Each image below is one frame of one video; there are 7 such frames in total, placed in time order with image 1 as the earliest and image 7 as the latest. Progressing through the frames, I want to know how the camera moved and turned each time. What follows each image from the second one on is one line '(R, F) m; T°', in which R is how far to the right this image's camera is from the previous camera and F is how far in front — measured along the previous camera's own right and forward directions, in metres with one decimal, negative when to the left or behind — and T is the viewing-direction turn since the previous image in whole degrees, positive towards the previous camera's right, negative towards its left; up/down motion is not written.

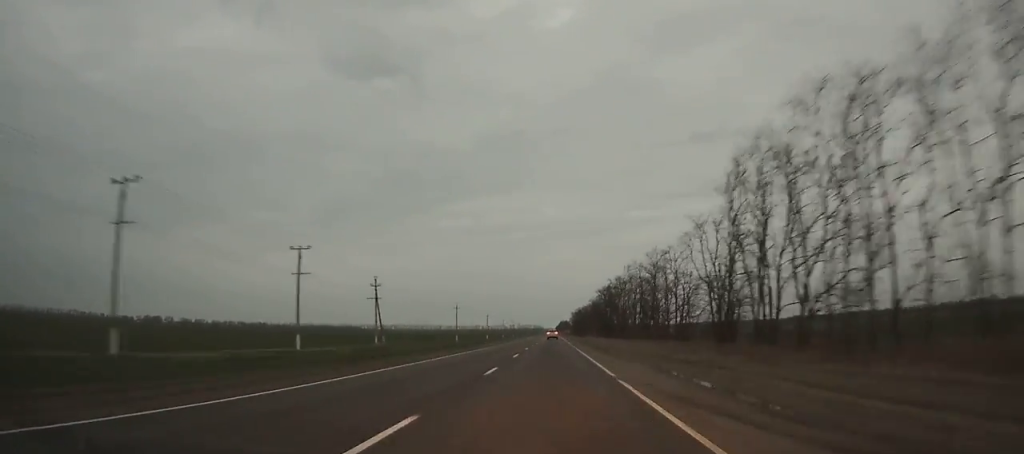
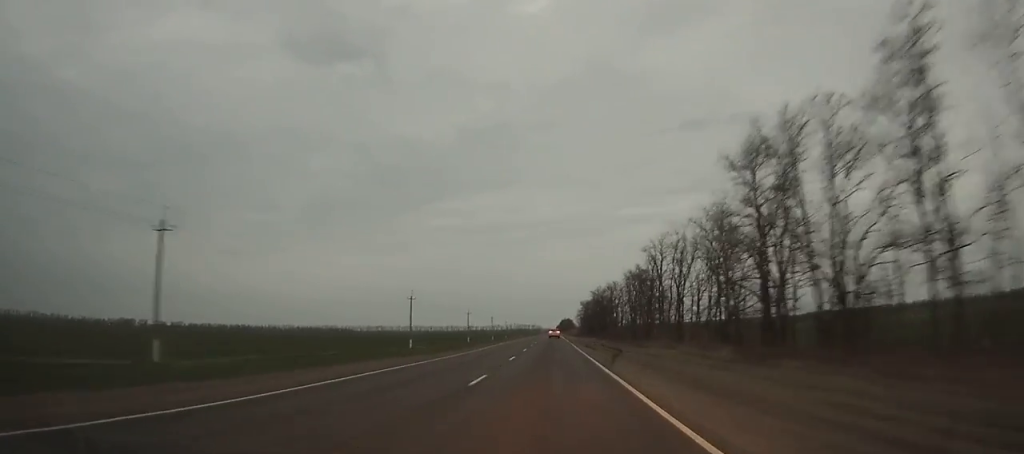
(+0.3, +114.6) m; 0°
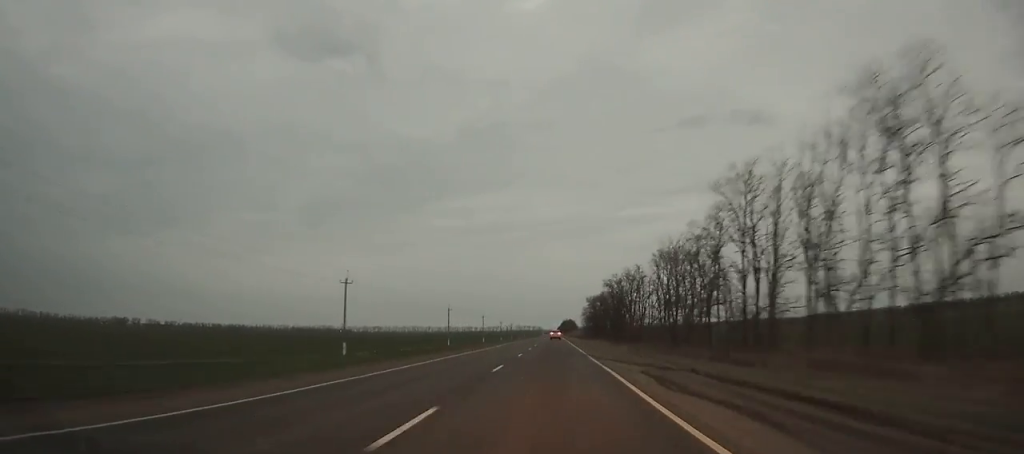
(0.0, +31.9) m; 0°
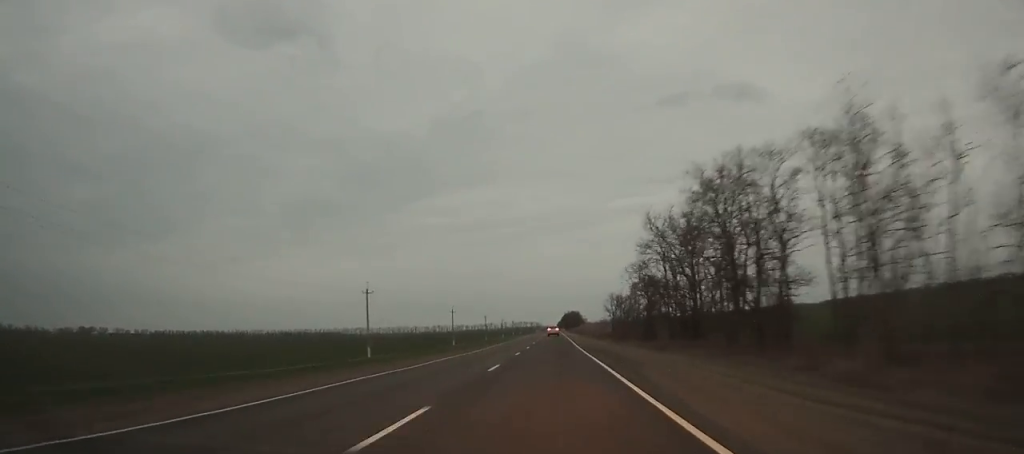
(+0.1, +120.8) m; 0°
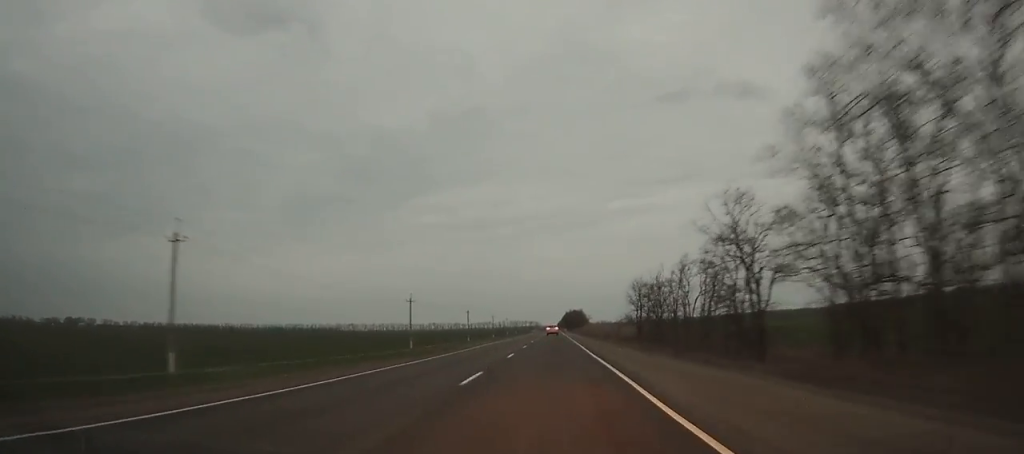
(-0.1, +40.9) m; 0°
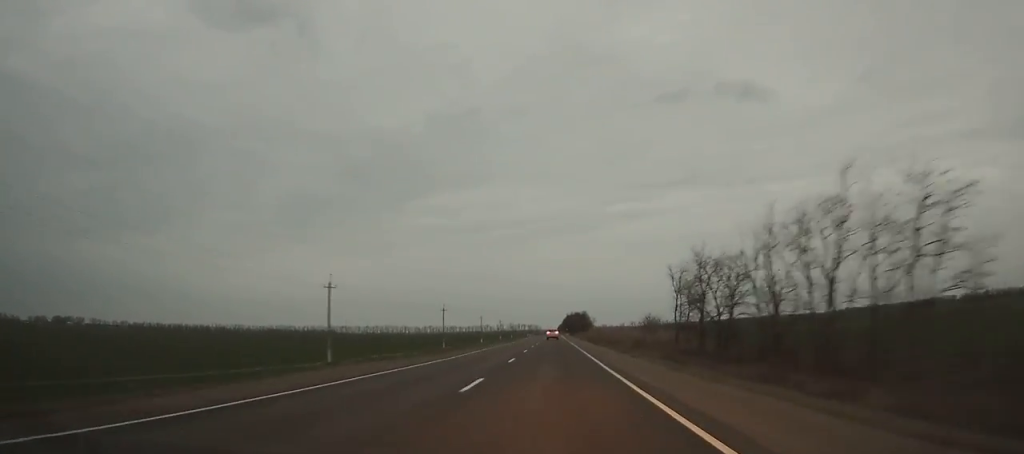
(-0.1, +36.2) m; 0°
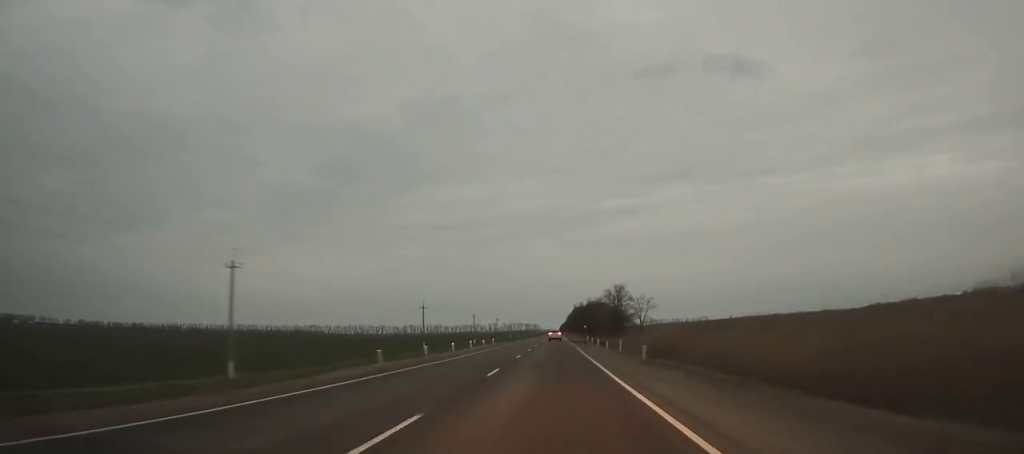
(+0.2, +150.1) m; 0°
